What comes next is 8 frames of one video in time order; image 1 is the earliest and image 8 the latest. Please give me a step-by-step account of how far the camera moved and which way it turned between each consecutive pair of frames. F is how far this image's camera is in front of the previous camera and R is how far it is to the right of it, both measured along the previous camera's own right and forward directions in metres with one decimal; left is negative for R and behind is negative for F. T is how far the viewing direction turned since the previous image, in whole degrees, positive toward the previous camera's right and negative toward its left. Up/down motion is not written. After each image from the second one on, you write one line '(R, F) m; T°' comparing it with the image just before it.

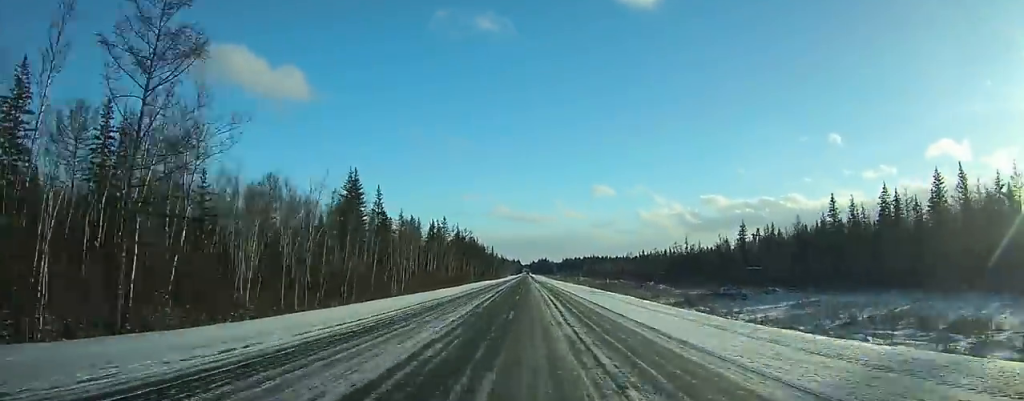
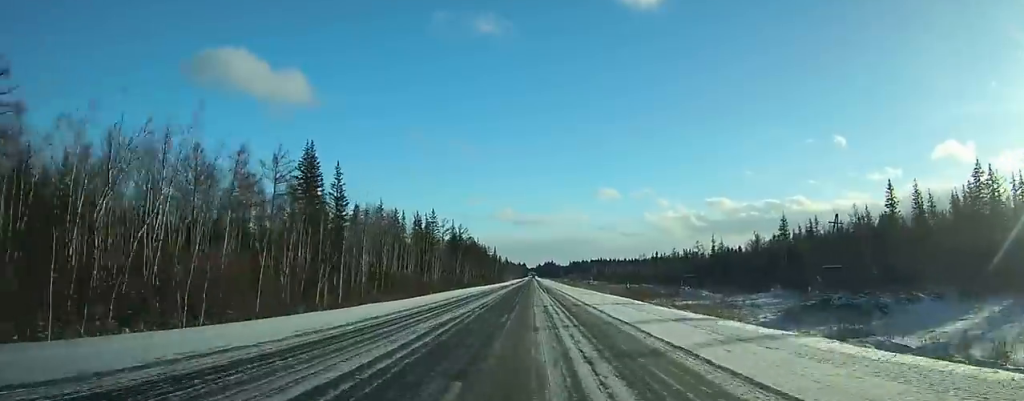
(-0.4, +26.0) m; -1°
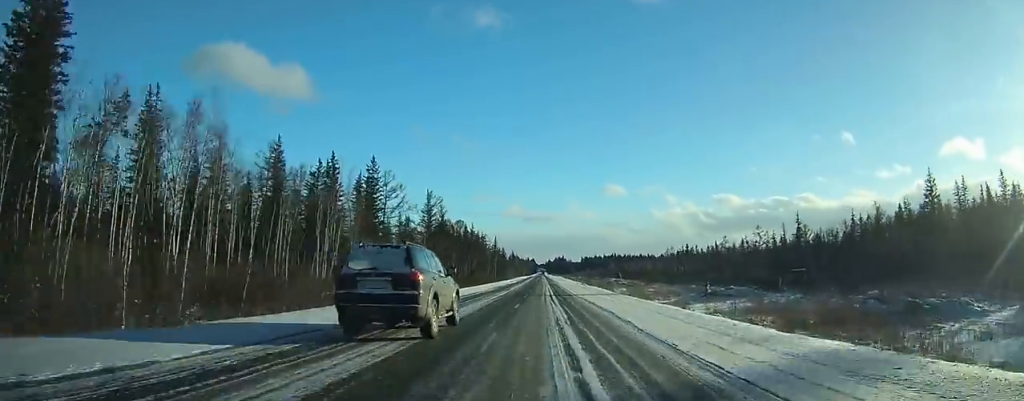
(-0.7, +56.7) m; -1°
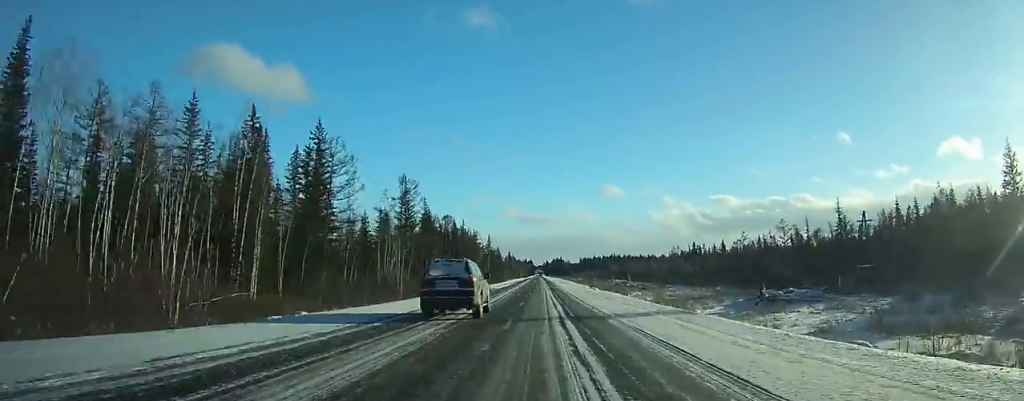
(-0.1, +19.5) m; 0°
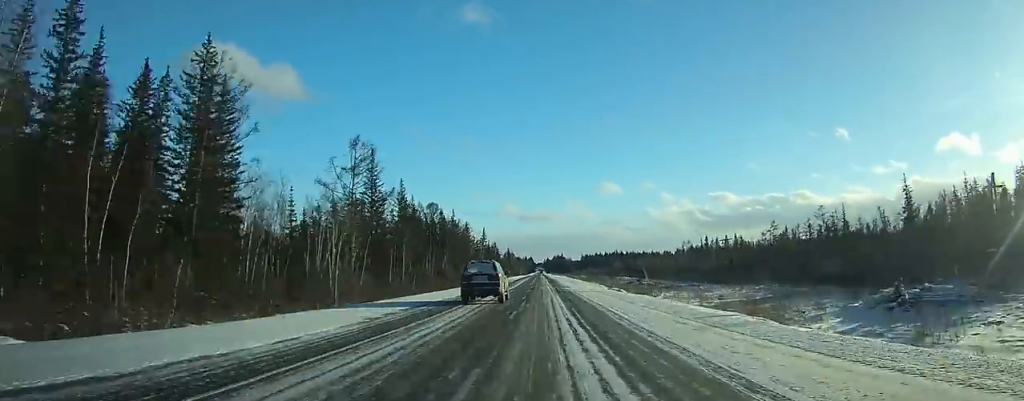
(-0.2, +22.4) m; 0°
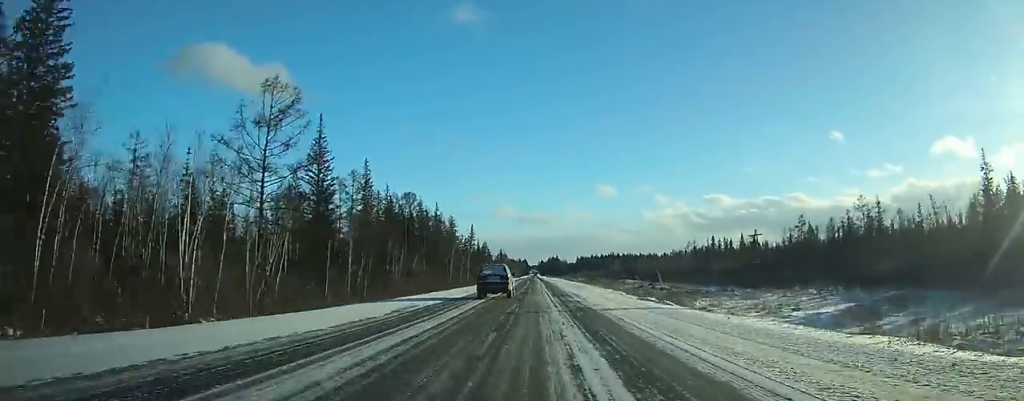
(+0.1, +19.6) m; 0°
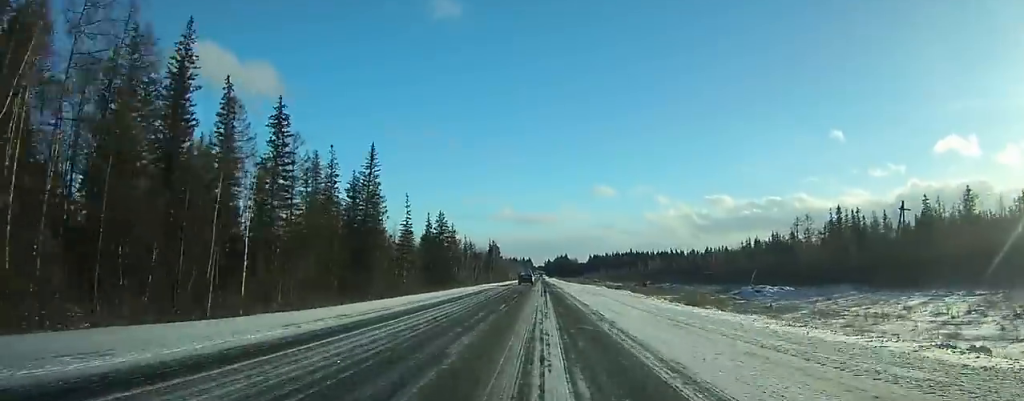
(+0.5, +109.8) m; 0°
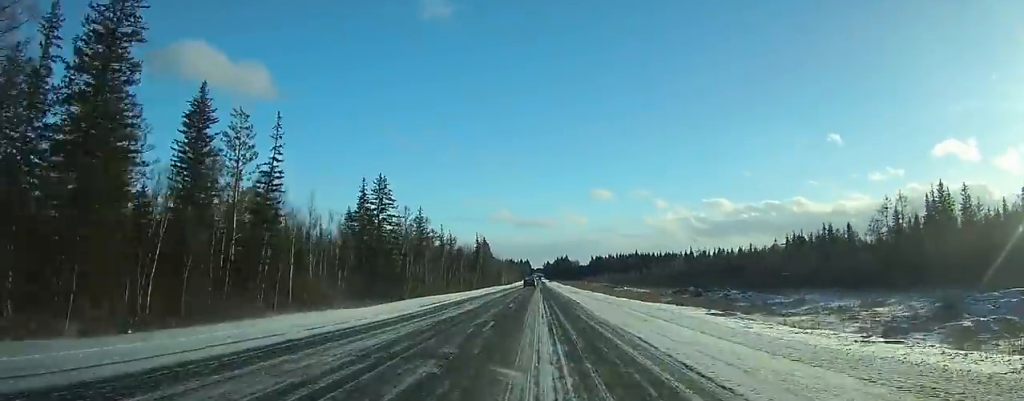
(-0.3, +44.3) m; 0°
